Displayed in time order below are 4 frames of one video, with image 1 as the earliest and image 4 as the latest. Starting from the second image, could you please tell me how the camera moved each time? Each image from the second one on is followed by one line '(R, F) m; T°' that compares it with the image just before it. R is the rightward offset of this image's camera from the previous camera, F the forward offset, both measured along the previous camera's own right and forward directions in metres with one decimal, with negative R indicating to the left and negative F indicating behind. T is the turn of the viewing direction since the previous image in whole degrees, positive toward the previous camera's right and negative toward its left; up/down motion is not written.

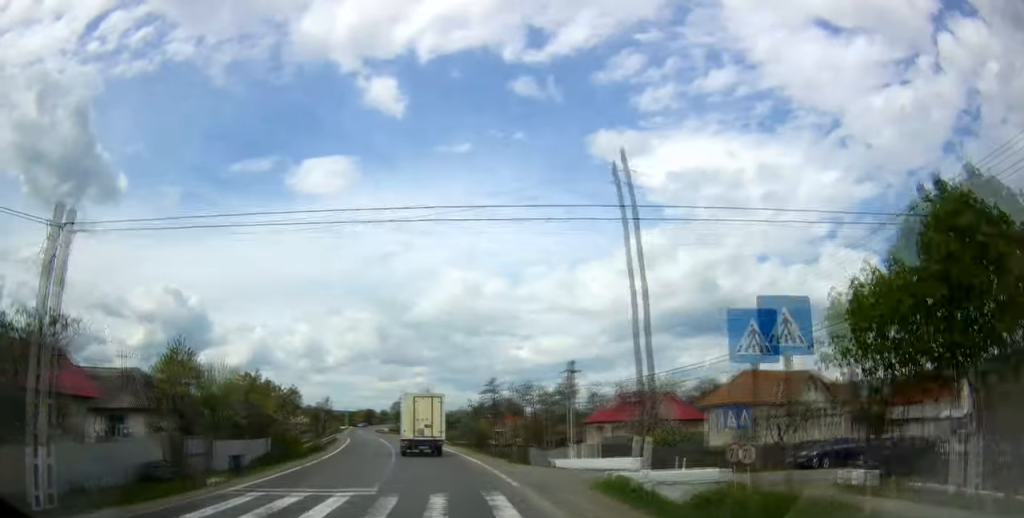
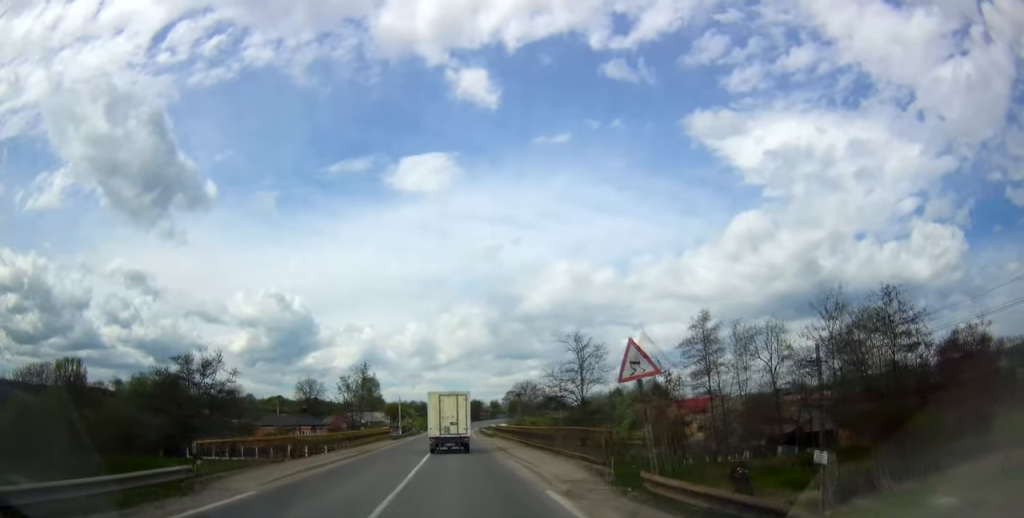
(-6.8, +58.1) m; -12°
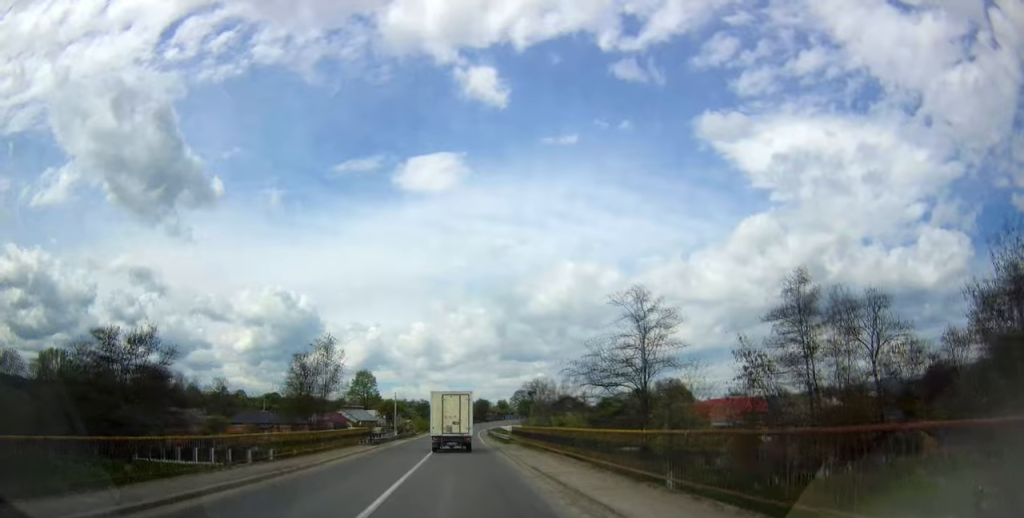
(+0.2, +16.3) m; -3°
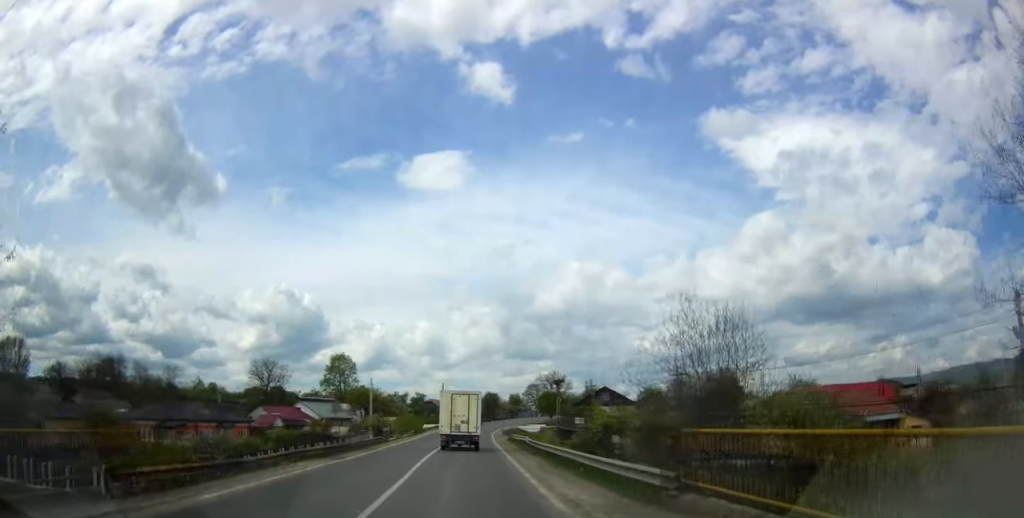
(-1.5, +31.9) m; -3°
